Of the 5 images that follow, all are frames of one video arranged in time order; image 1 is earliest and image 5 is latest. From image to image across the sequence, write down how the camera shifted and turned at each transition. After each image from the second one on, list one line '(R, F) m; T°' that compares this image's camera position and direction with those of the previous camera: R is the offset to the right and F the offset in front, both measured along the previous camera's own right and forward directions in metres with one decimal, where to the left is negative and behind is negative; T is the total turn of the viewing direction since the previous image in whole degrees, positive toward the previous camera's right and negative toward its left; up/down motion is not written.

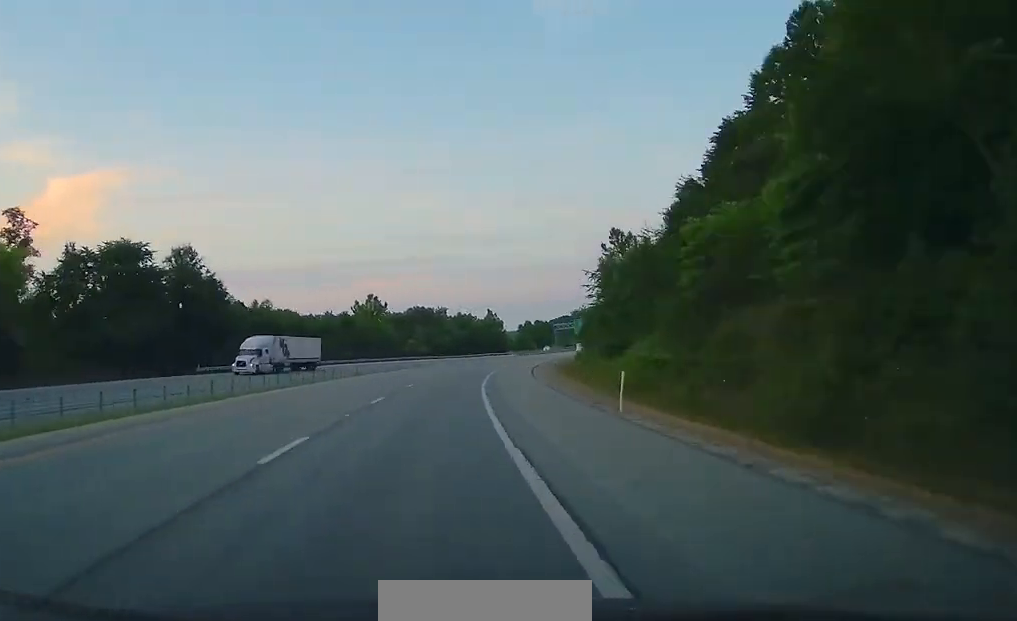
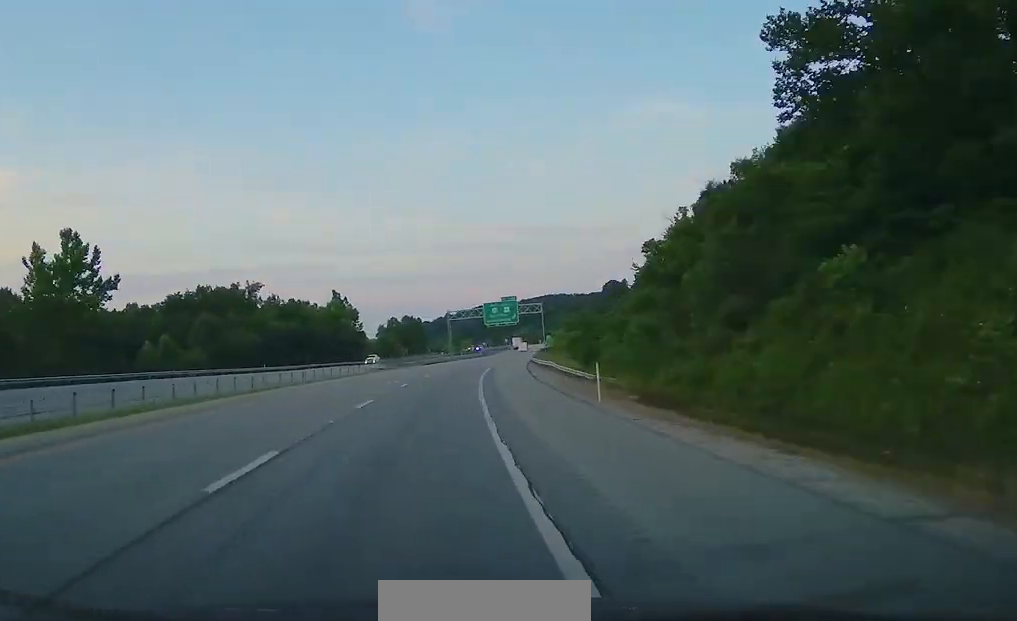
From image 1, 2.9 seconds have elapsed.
(+11.4, +99.8) m; +8°
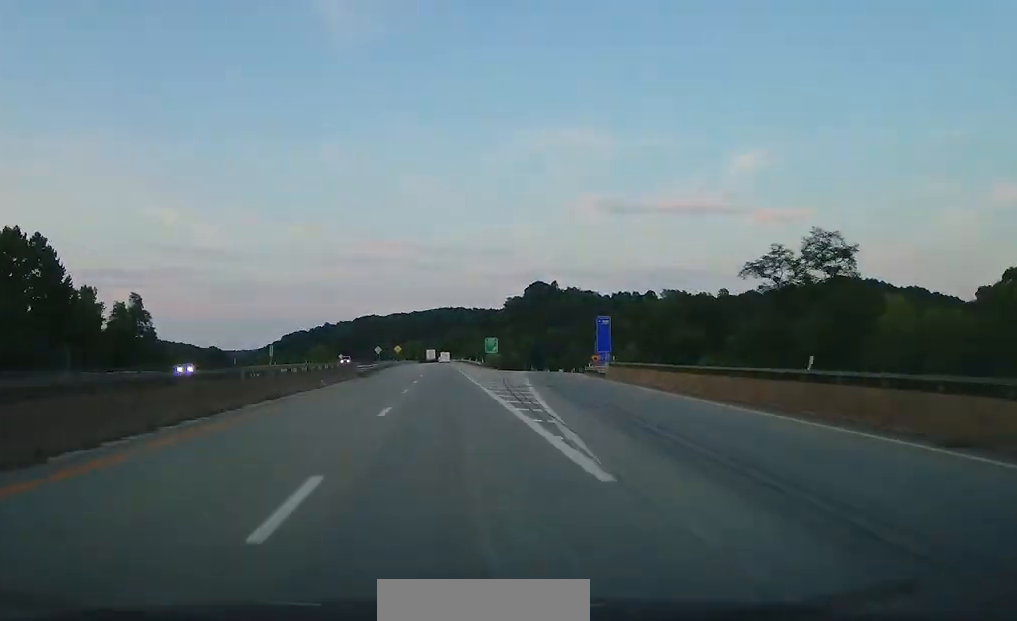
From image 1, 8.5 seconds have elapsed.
(+19.1, +192.5) m; +8°
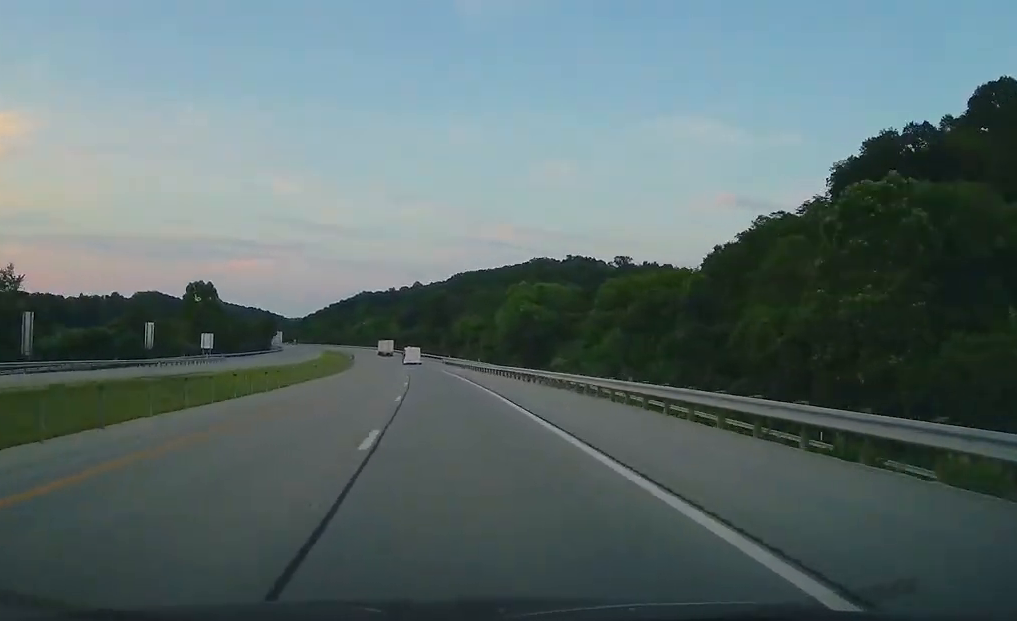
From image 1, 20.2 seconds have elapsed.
(-37.3, +402.3) m; -15°
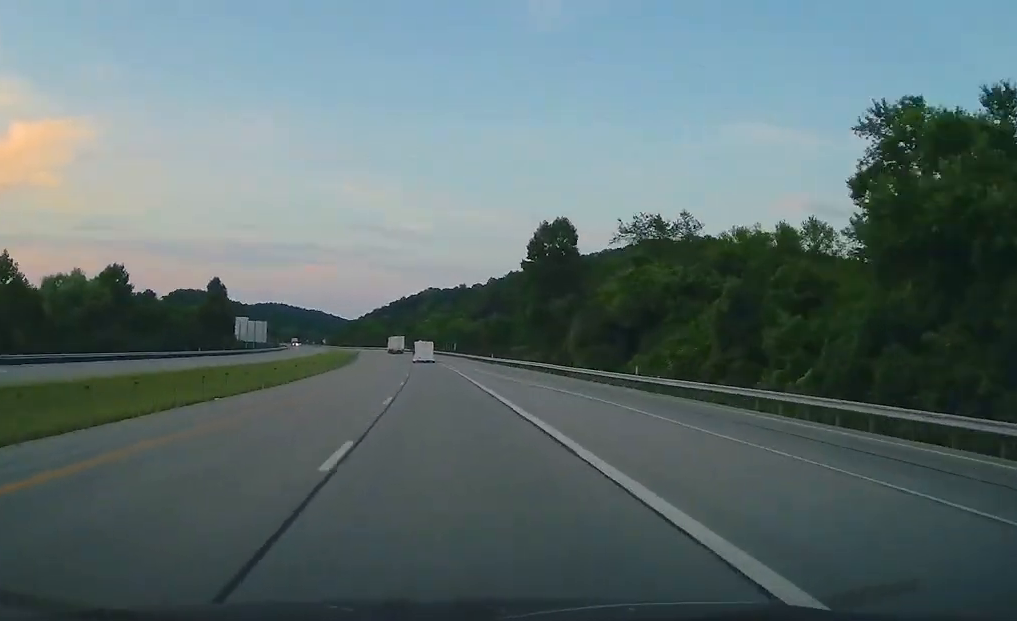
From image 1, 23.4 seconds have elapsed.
(-7.7, +111.7) m; -6°
